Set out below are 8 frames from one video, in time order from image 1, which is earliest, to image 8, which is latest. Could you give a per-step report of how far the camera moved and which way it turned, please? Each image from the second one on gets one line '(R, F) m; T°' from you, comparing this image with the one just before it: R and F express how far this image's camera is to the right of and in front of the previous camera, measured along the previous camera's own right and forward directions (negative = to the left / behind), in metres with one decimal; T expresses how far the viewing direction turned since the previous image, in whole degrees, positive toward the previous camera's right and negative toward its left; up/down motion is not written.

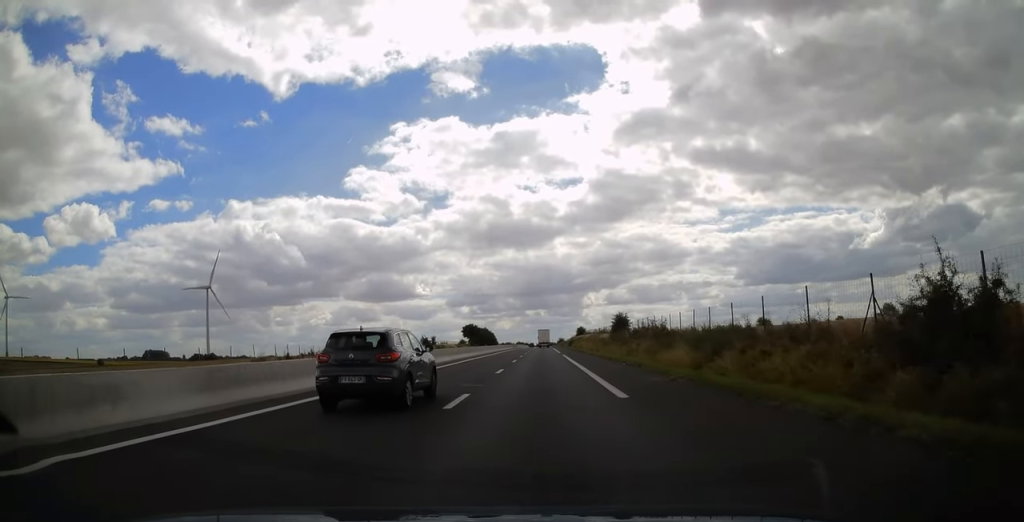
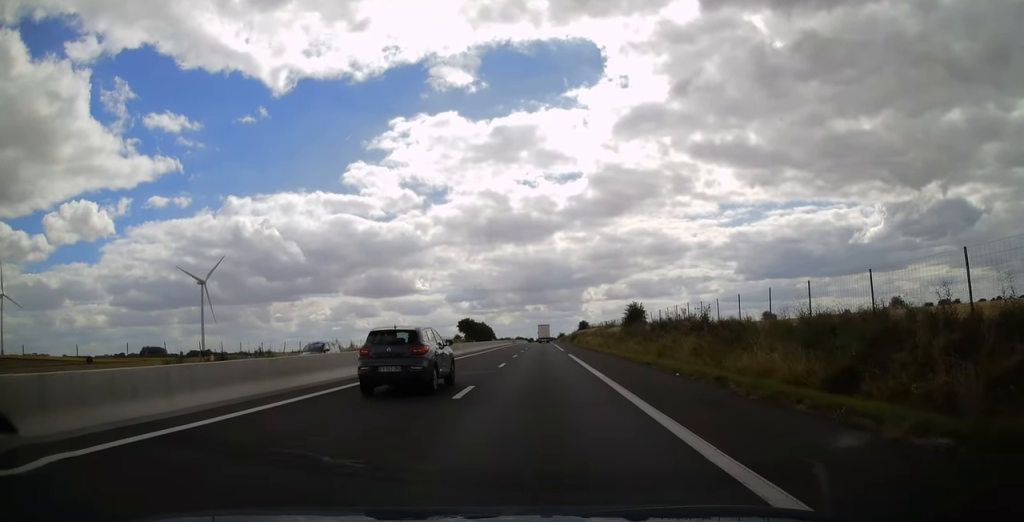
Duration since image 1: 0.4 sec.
(-0.1, +11.8) m; 0°
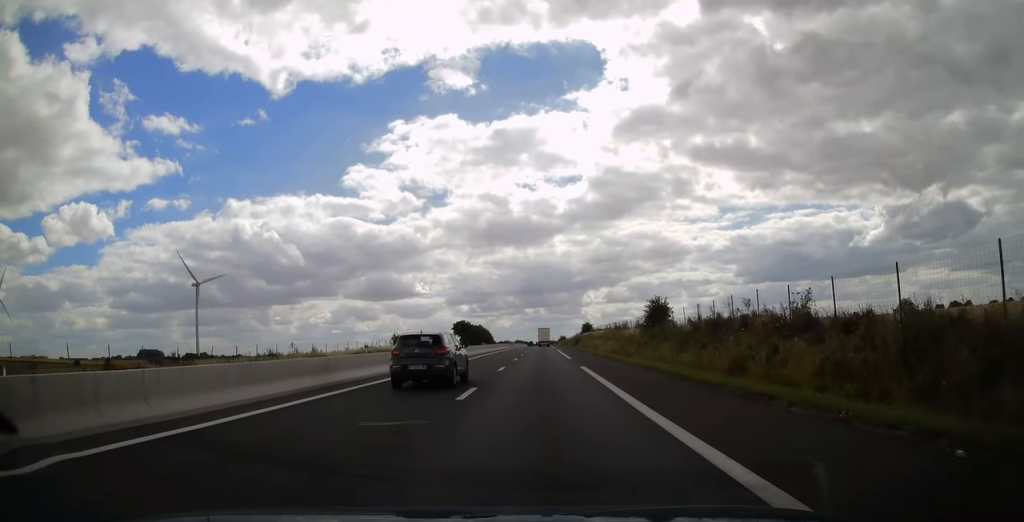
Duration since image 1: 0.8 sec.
(-0.1, +12.8) m; 0°
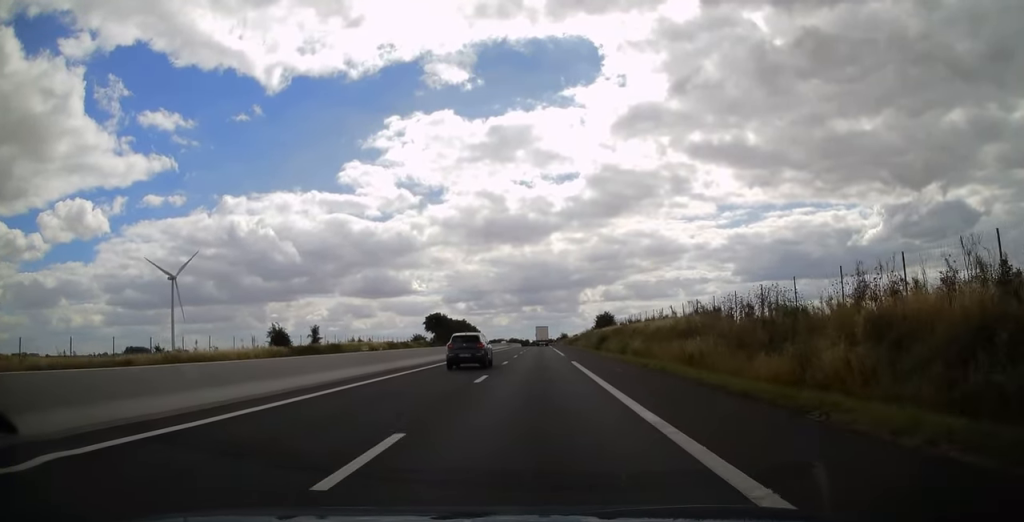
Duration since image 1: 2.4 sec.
(+0.1, +47.1) m; 0°
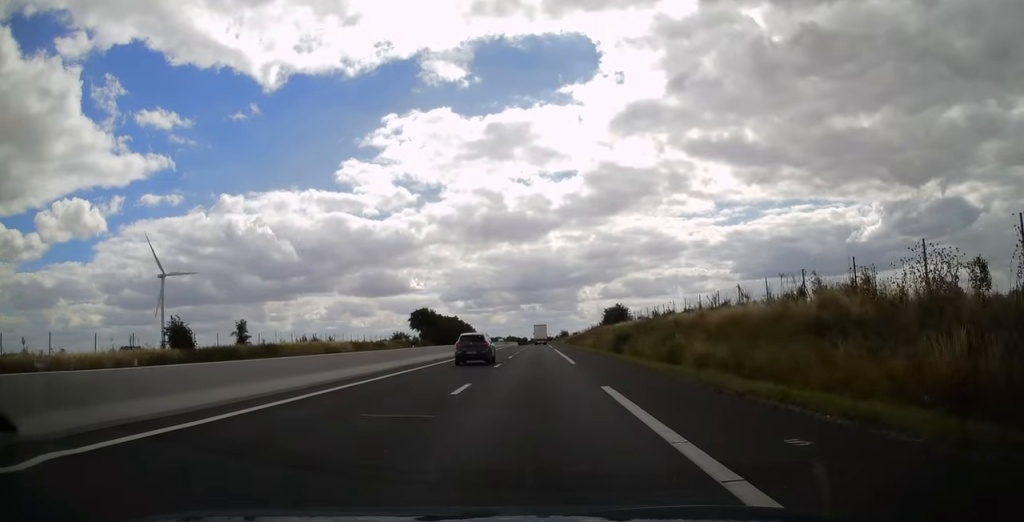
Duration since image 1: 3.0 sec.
(0.0, +17.2) m; 0°
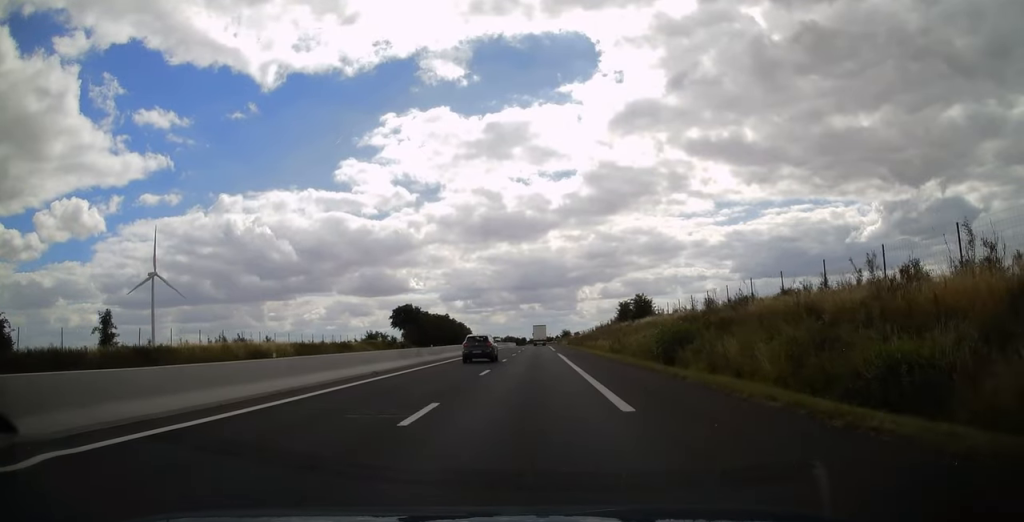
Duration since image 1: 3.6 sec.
(+0.2, +18.1) m; 0°
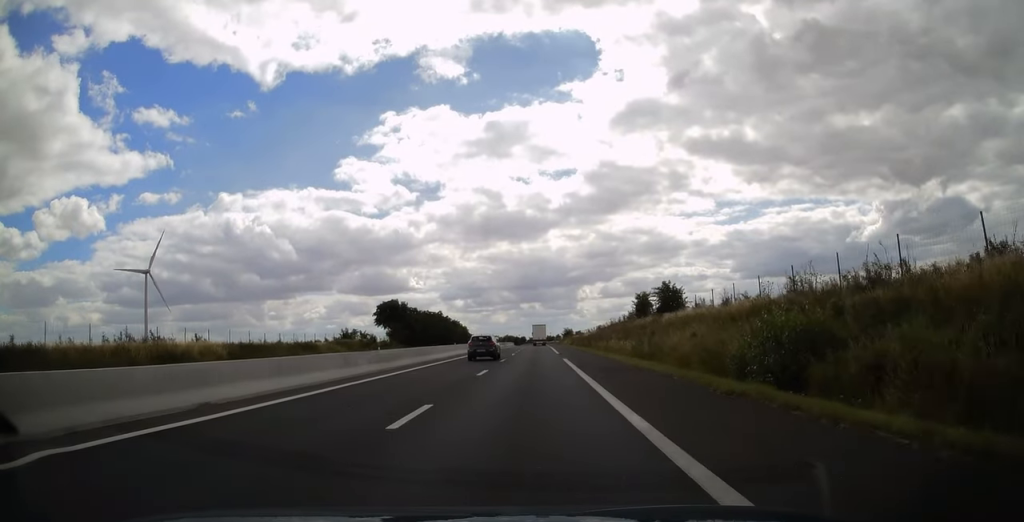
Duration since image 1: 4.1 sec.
(-0.1, +13.3) m; 0°
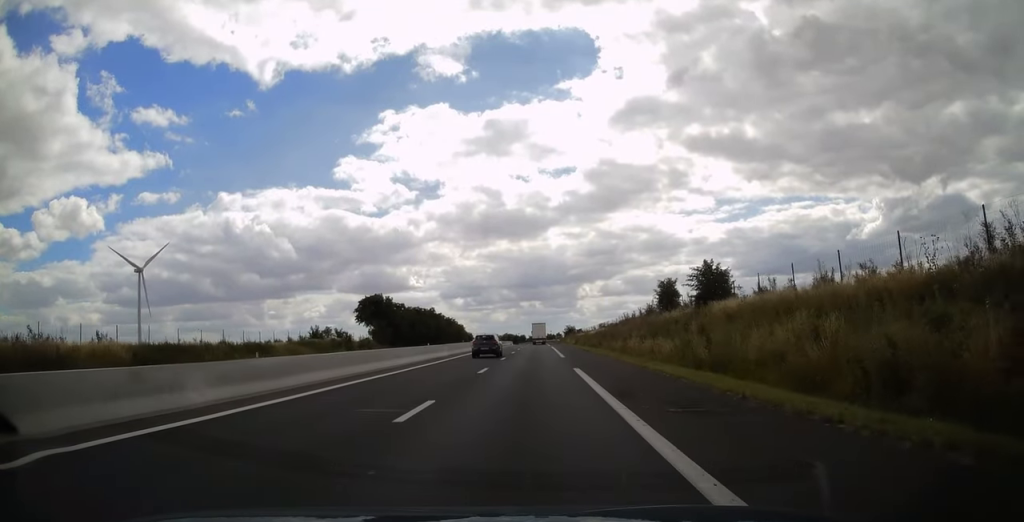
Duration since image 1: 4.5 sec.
(-0.1, +12.3) m; 0°
